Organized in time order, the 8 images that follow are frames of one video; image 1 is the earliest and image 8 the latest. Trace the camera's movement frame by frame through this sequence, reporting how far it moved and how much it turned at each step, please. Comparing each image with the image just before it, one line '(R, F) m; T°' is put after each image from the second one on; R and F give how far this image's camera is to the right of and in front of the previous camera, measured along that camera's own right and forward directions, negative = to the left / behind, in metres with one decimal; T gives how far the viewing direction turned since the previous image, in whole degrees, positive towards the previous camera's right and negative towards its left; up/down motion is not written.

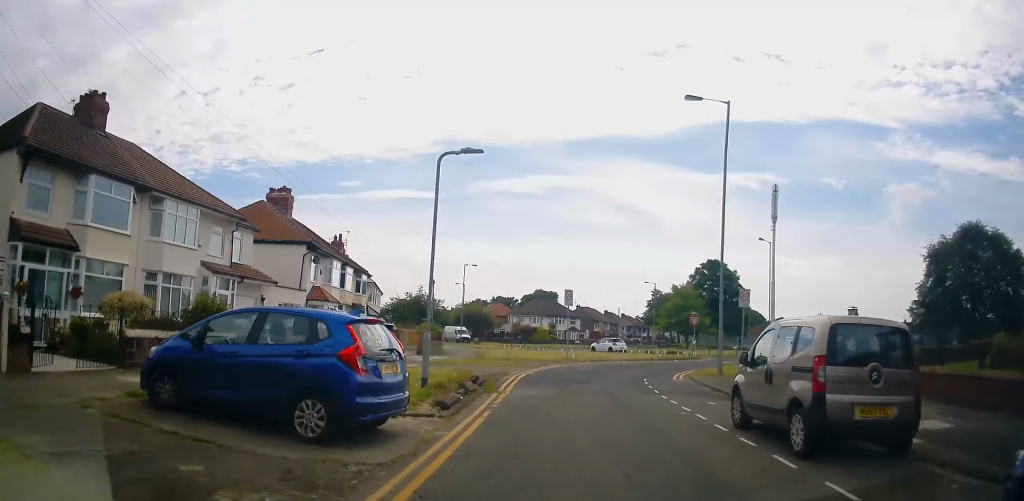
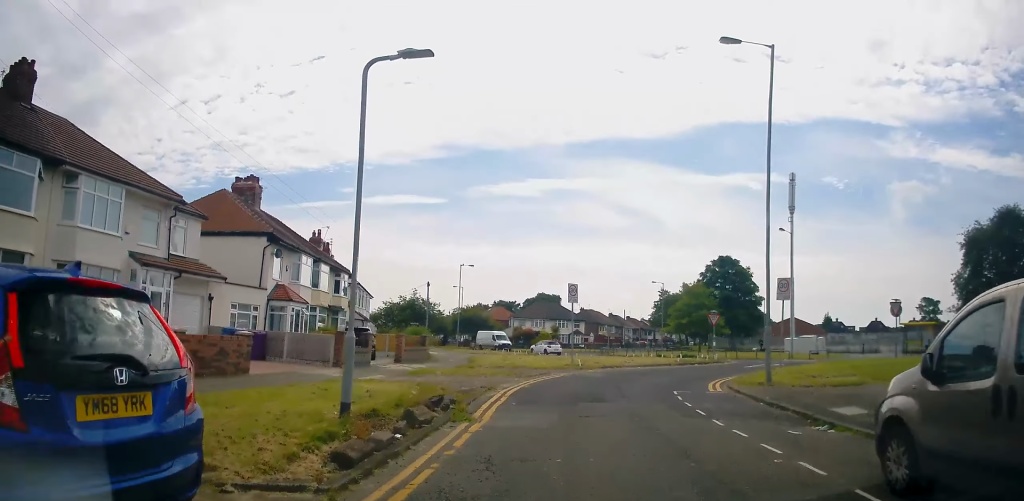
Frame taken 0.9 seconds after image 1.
(0.0, +4.8) m; +2°
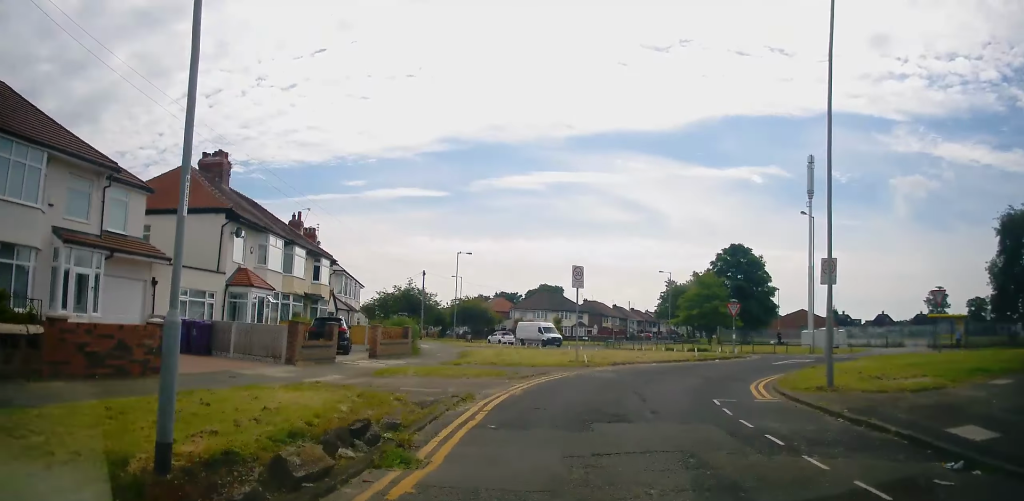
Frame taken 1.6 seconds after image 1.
(+0.3, +4.1) m; +1°
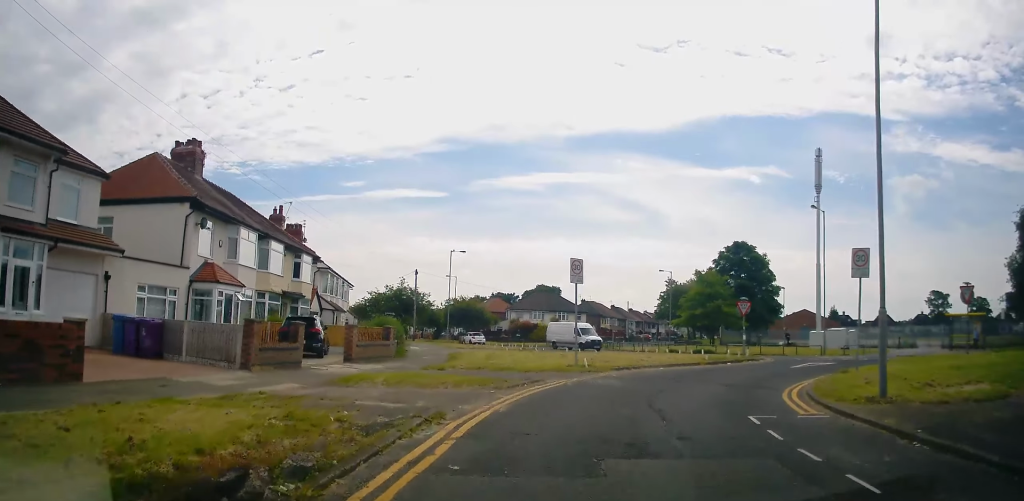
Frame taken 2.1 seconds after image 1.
(-0.1, +2.5) m; -1°
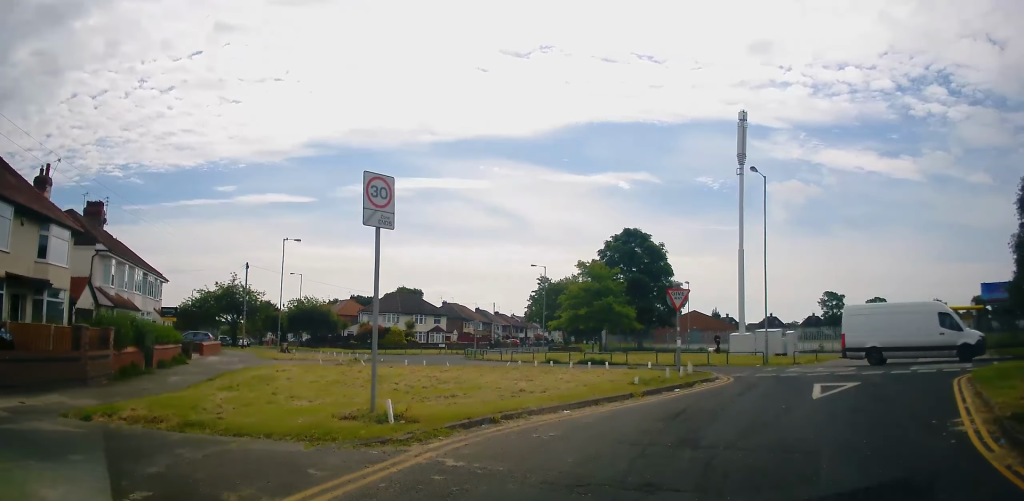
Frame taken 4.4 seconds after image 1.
(+0.8, +11.5) m; +15°
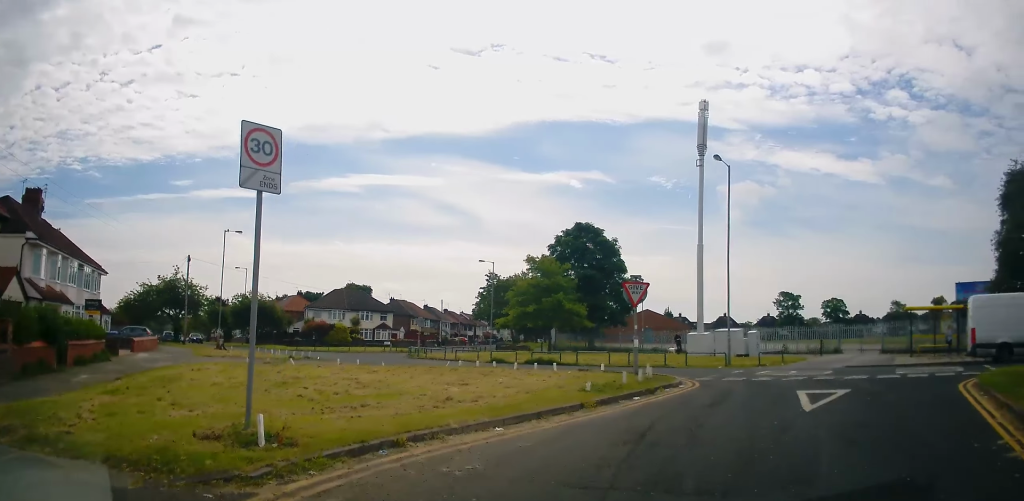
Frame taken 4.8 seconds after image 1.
(+0.1, +2.2) m; +3°
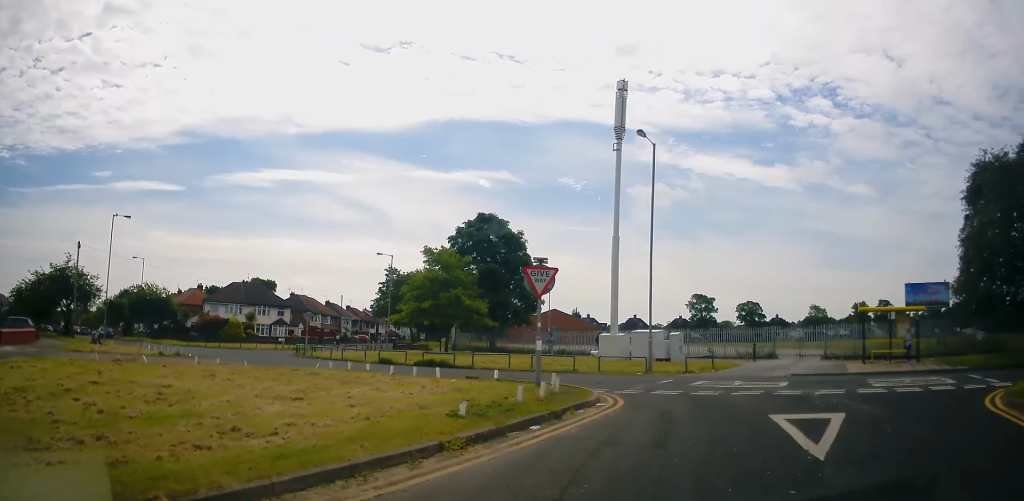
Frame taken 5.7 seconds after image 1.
(0.0, +4.1) m; +4°
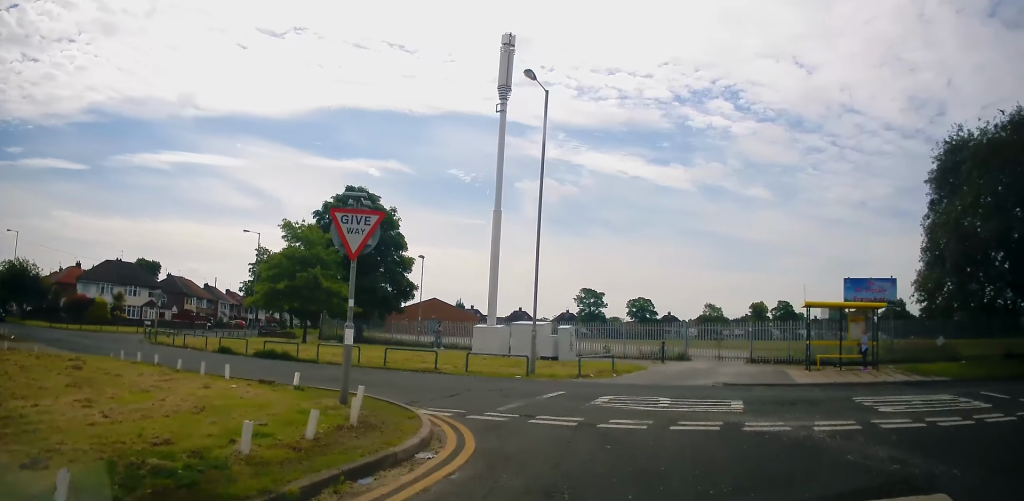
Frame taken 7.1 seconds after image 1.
(+0.7, +5.6) m; +12°
